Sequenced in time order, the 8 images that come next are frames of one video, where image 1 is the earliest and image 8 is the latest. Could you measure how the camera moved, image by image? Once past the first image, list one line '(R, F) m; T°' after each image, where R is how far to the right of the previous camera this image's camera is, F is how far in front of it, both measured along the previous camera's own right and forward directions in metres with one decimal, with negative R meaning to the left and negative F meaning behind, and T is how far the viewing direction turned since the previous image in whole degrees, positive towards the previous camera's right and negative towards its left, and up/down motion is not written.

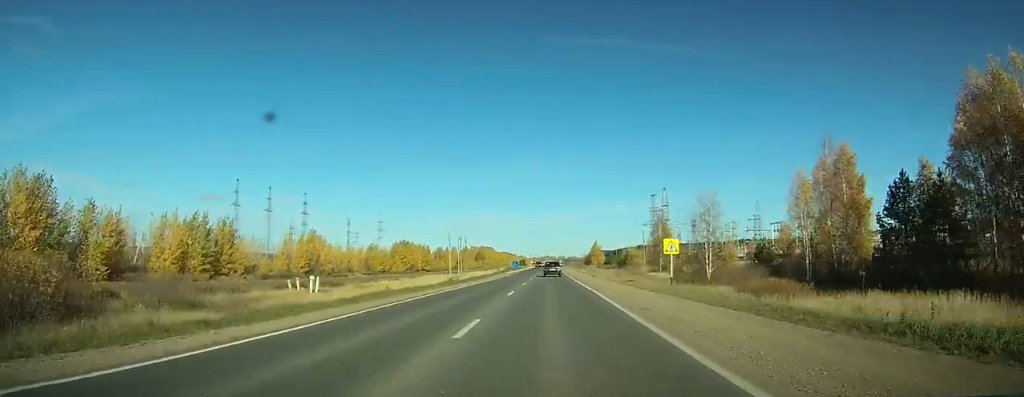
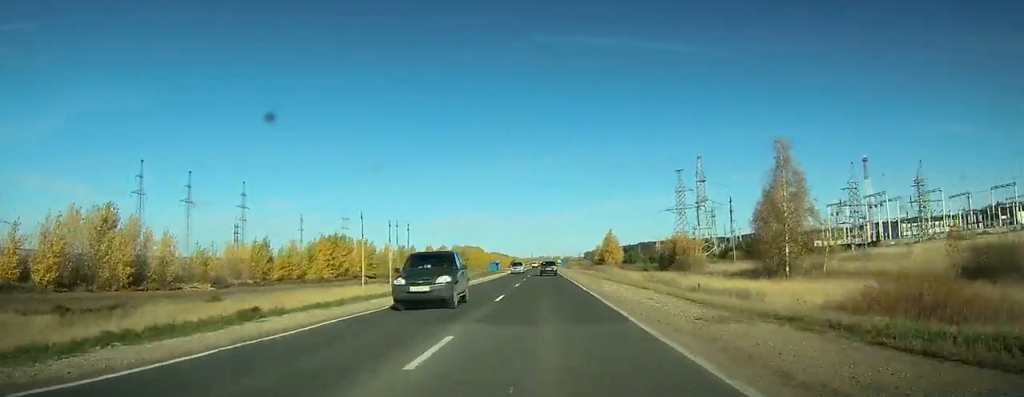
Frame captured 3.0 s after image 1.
(+0.3, +74.2) m; 0°
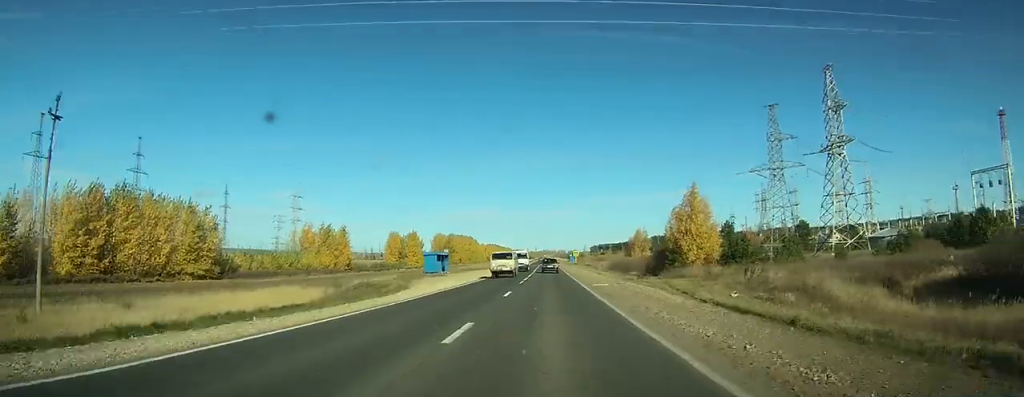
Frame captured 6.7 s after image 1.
(-0.5, +92.2) m; -1°
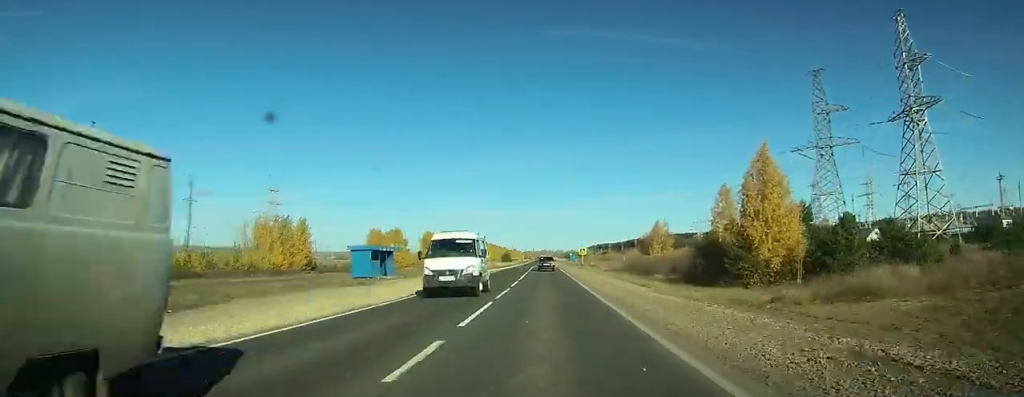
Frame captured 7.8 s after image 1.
(-0.1, +26.4) m; 0°
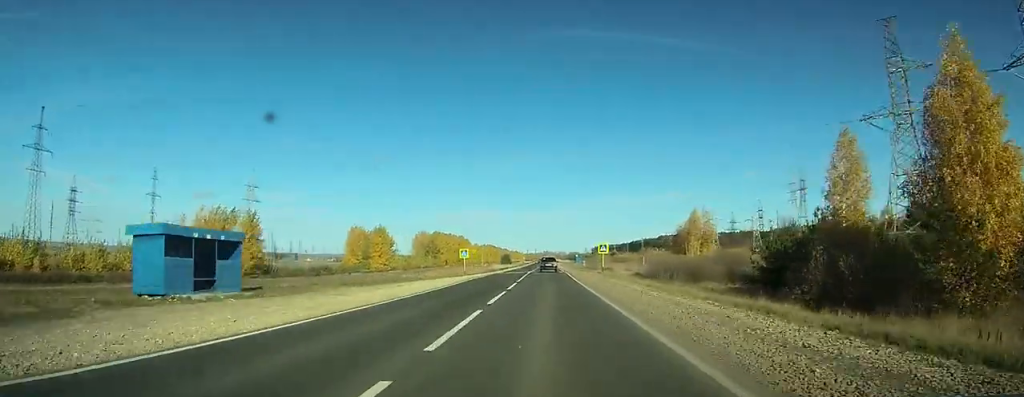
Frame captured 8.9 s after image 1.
(0.0, +26.5) m; 0°
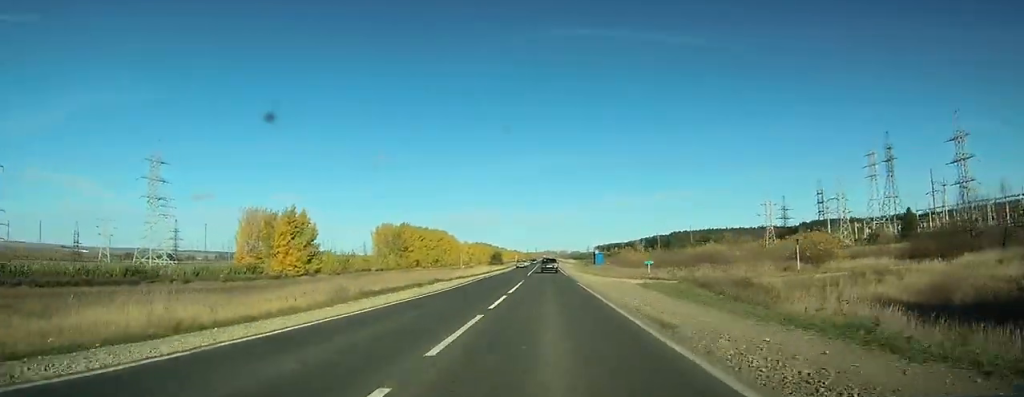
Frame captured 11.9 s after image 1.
(-0.3, +76.6) m; 0°
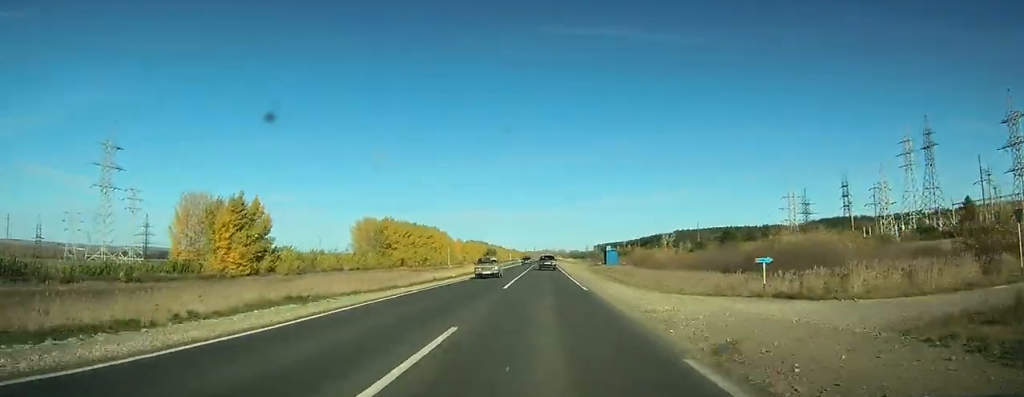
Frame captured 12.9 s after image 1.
(0.0, +25.1) m; 0°
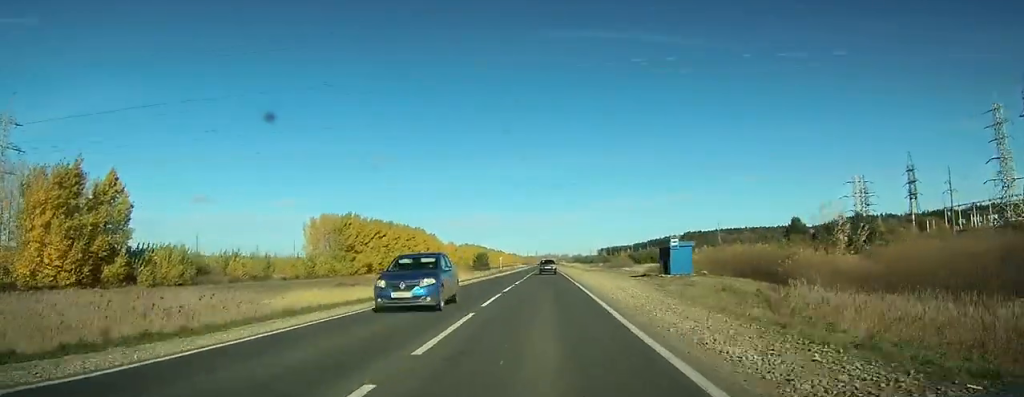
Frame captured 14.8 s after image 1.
(0.0, +47.1) m; 0°
